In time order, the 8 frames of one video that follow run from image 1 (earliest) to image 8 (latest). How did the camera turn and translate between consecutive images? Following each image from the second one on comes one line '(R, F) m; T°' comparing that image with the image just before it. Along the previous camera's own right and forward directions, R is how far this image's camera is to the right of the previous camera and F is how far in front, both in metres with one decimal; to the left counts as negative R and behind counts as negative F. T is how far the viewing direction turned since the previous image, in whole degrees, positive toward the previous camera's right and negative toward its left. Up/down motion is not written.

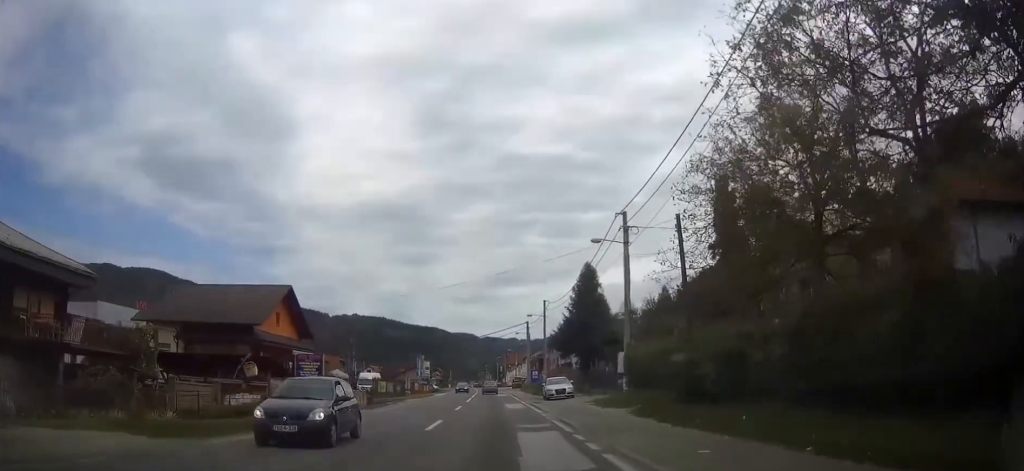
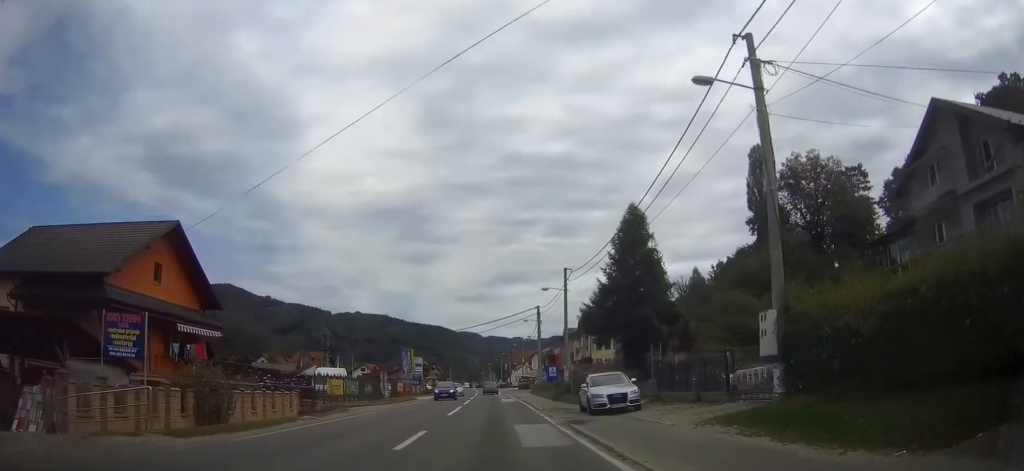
(0.0, +19.4) m; 0°
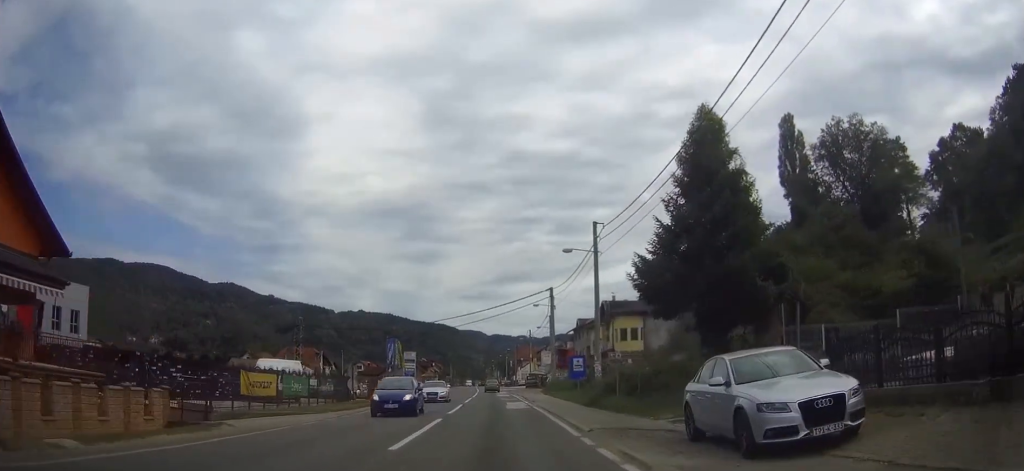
(-0.1, +15.1) m; 0°
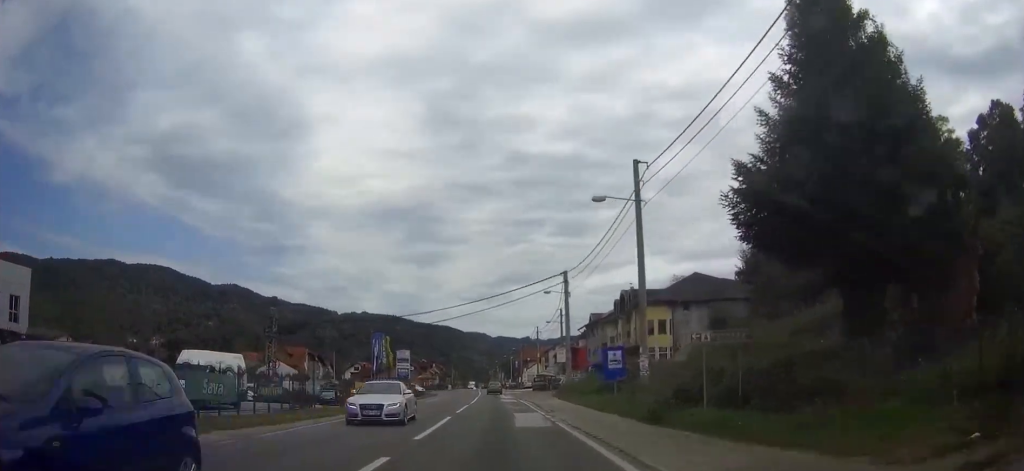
(0.0, +11.4) m; 0°
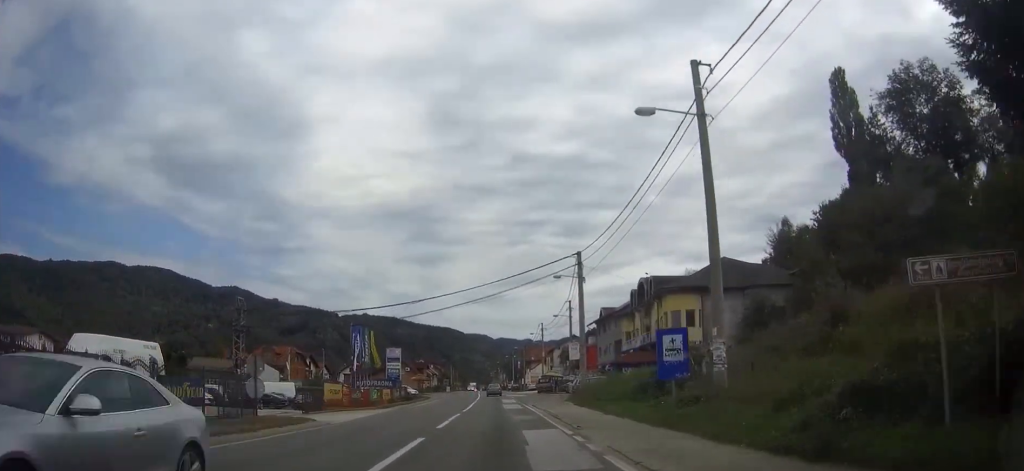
(0.0, +9.4) m; 0°
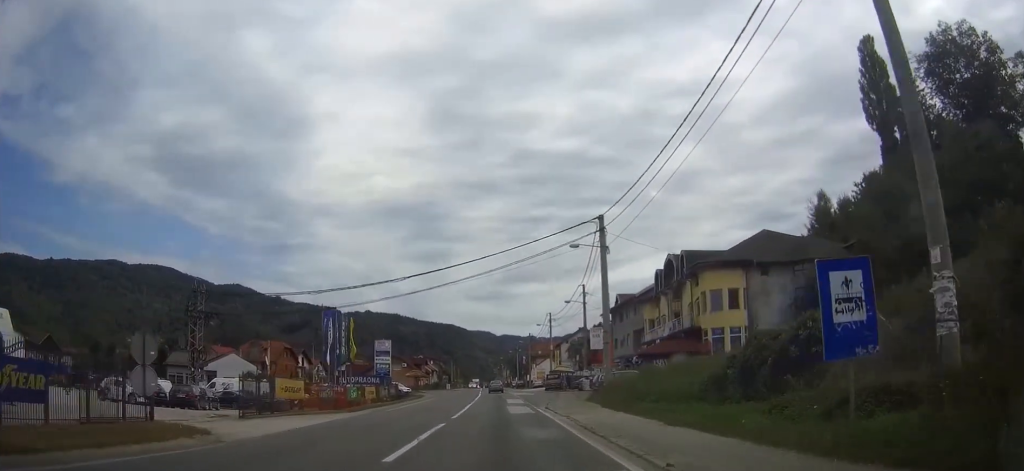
(-0.2, +9.8) m; 0°
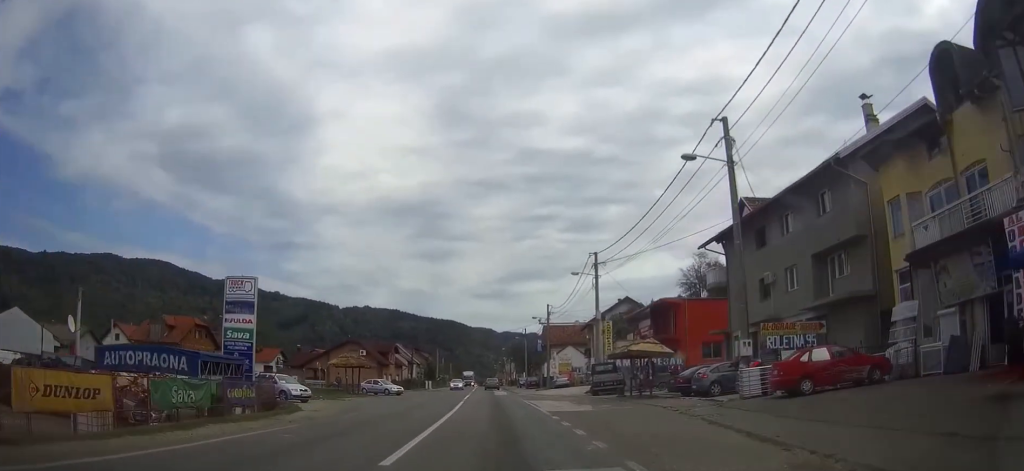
(-0.2, +42.6) m; 0°
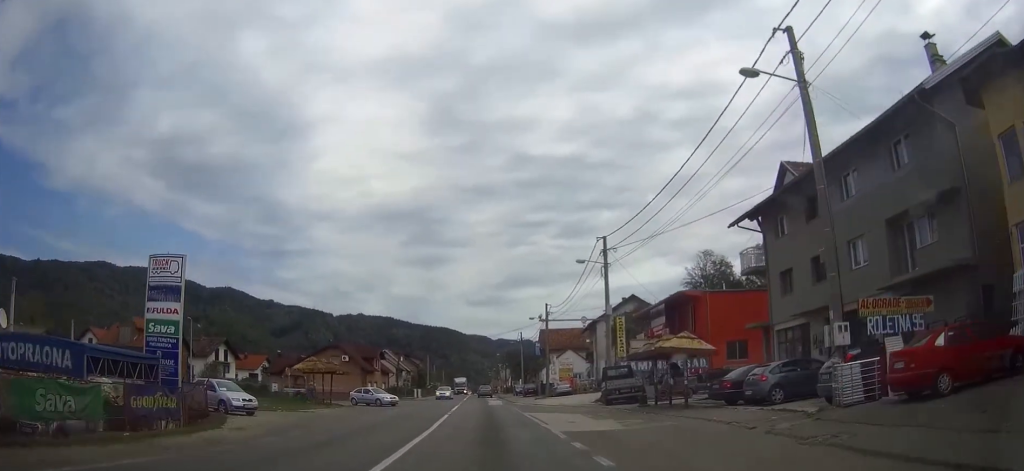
(0.0, +7.5) m; 0°
